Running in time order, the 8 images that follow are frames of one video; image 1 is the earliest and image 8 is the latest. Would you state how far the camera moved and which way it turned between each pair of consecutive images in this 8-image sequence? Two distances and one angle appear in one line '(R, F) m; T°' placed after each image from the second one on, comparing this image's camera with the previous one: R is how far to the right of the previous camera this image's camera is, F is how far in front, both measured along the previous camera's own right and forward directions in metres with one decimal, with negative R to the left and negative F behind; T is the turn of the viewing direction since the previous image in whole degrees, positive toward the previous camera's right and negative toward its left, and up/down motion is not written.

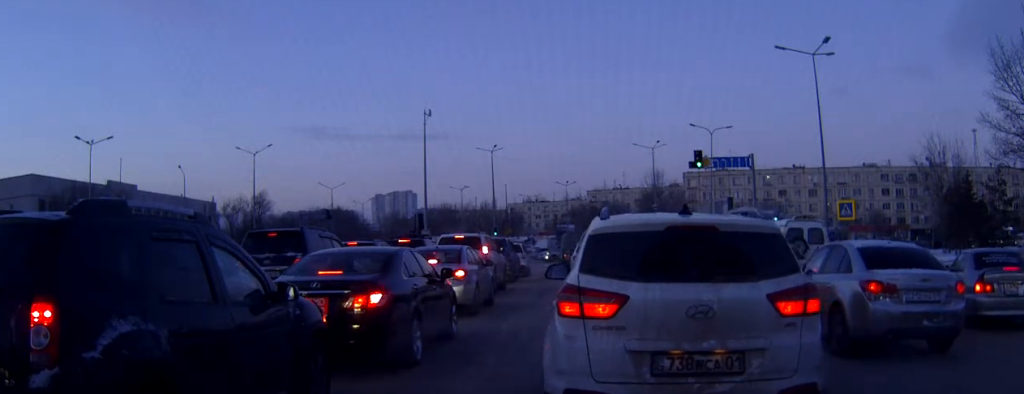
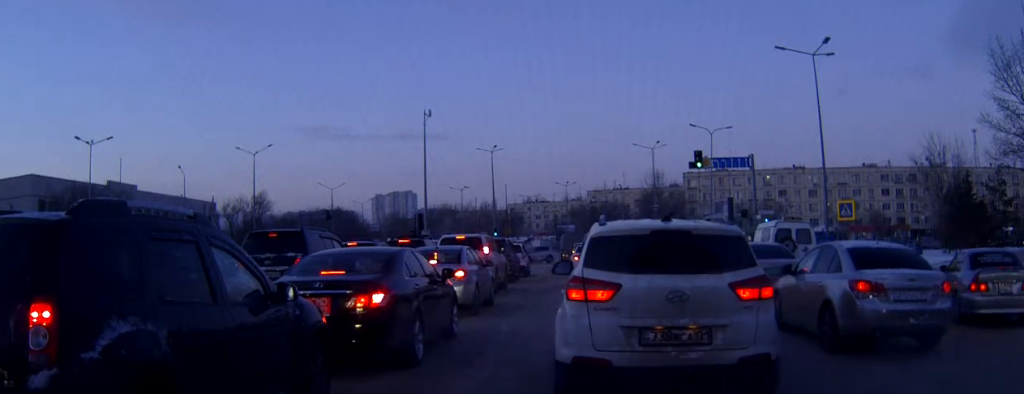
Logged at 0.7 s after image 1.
(0.0, 0.0) m; 0°
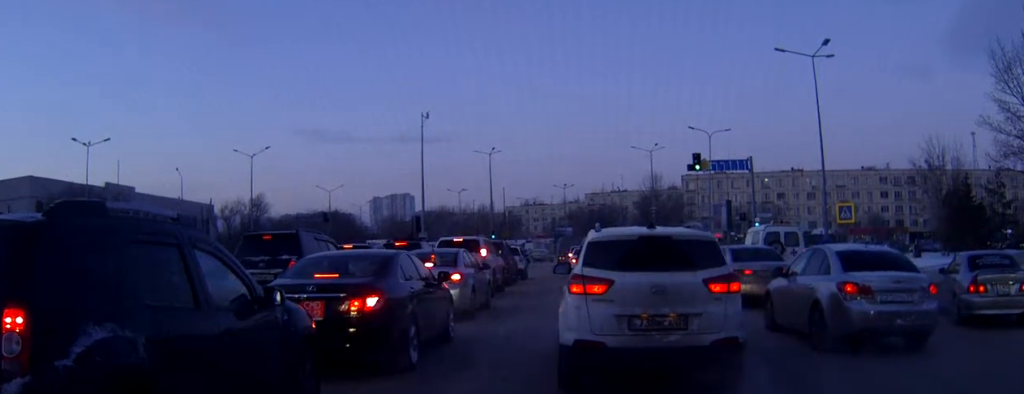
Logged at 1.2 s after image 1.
(0.0, 0.0) m; 0°
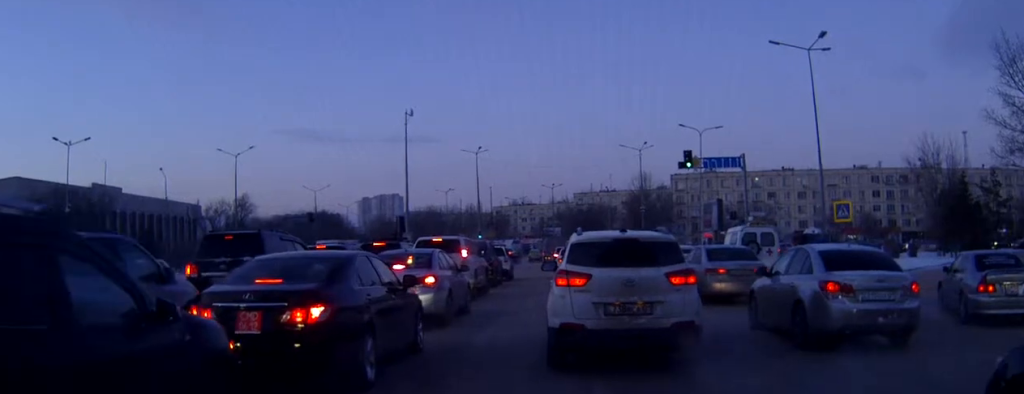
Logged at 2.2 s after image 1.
(0.0, 0.0) m; 0°
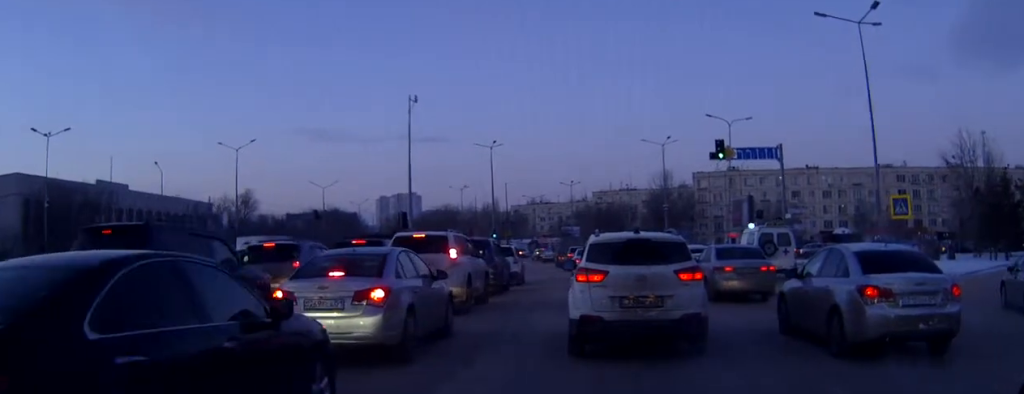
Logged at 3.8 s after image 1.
(-0.1, +2.7) m; -2°
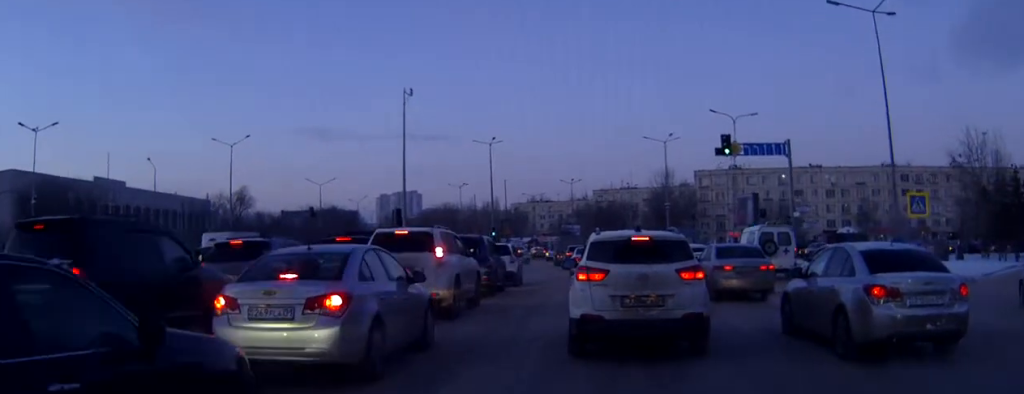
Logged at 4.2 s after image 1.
(0.0, +1.8) m; +1°
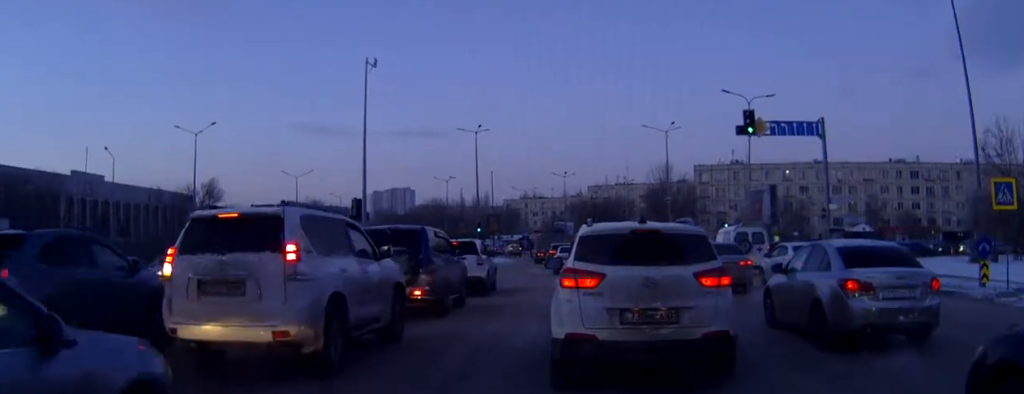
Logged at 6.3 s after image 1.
(0.0, +8.4) m; -1°
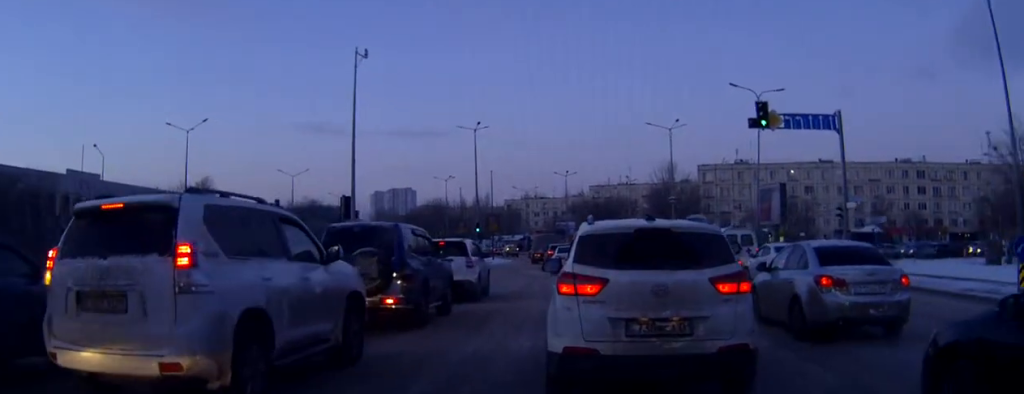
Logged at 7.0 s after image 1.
(0.0, +2.7) m; 0°
